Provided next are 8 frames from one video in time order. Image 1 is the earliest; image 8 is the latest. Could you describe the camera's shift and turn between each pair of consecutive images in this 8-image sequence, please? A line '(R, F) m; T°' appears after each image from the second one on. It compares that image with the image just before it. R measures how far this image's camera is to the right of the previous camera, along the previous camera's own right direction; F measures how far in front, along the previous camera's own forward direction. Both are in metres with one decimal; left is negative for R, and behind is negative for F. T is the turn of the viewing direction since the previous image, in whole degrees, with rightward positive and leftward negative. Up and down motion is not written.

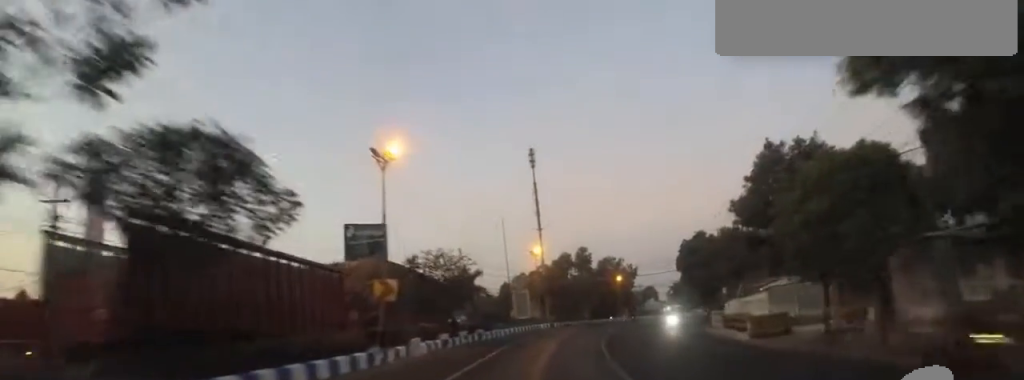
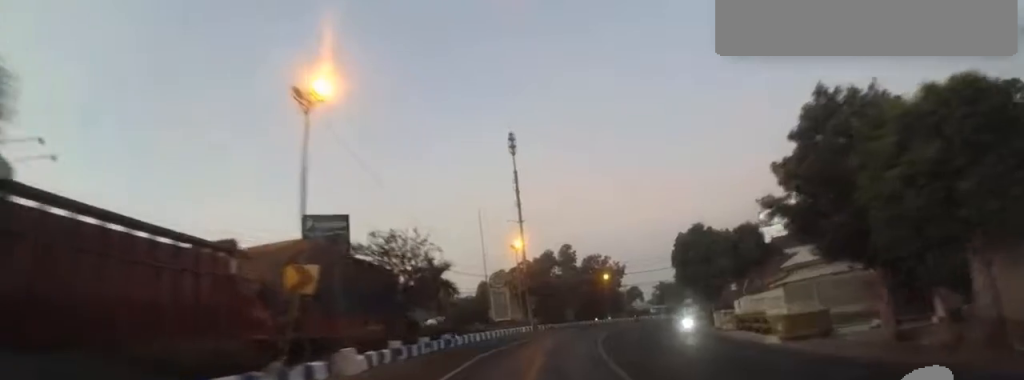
(0.0, +5.4) m; +2°
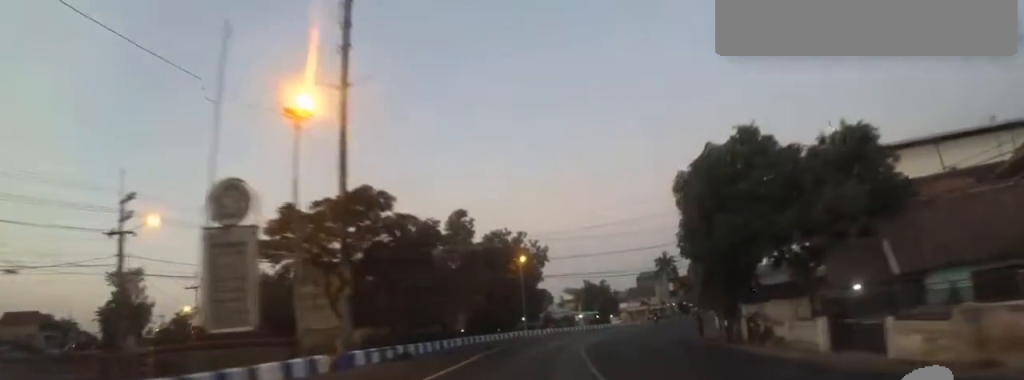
(+5.5, +27.5) m; +19°
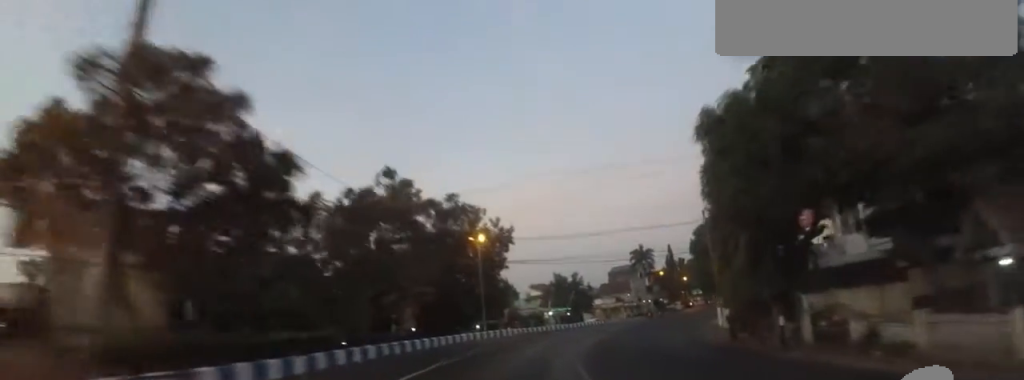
(-0.3, +9.3) m; +2°
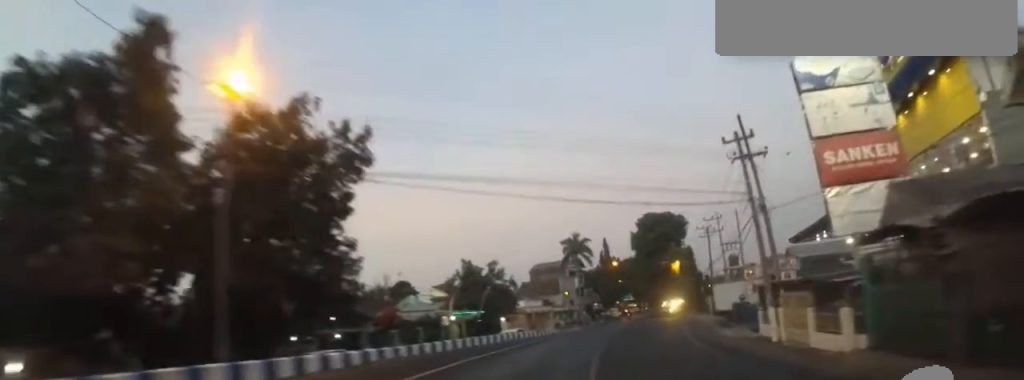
(+1.7, +20.8) m; +10°
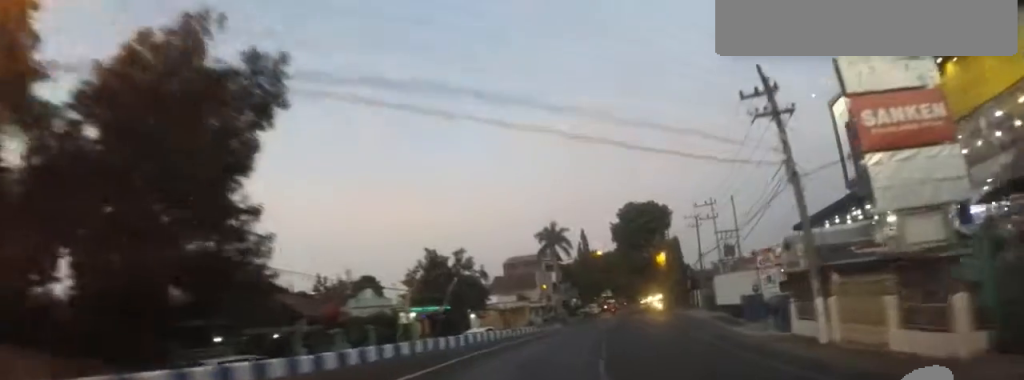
(-0.2, +5.5) m; +3°
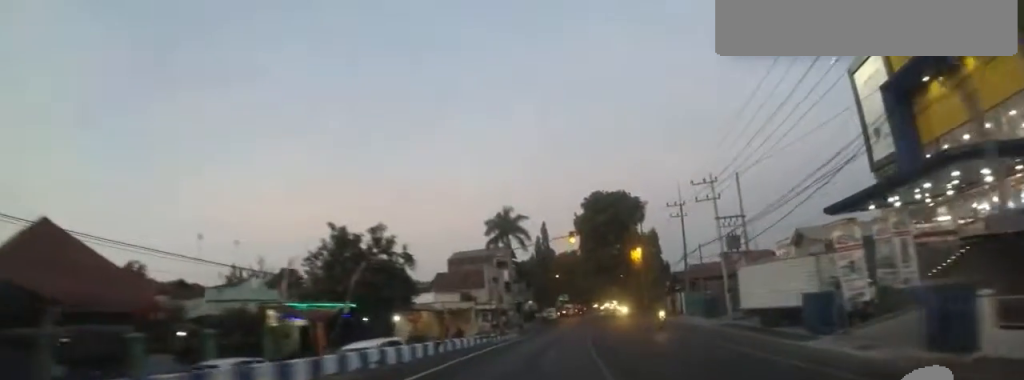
(+1.0, +11.3) m; +10°
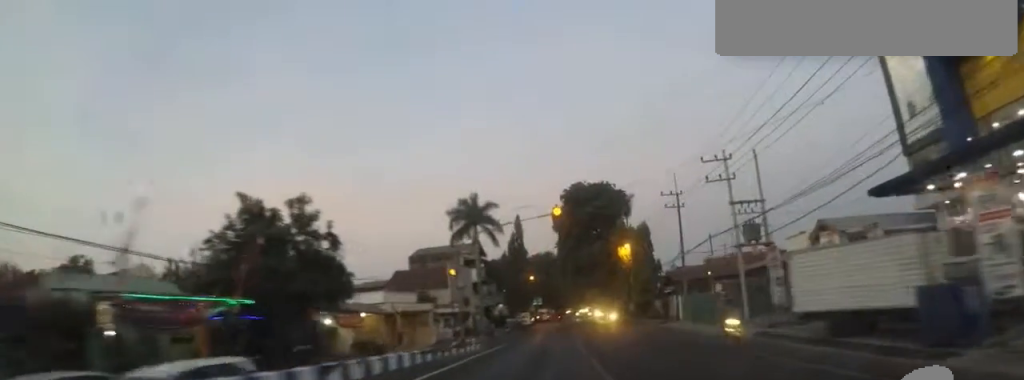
(+0.4, +7.7) m; +5°
